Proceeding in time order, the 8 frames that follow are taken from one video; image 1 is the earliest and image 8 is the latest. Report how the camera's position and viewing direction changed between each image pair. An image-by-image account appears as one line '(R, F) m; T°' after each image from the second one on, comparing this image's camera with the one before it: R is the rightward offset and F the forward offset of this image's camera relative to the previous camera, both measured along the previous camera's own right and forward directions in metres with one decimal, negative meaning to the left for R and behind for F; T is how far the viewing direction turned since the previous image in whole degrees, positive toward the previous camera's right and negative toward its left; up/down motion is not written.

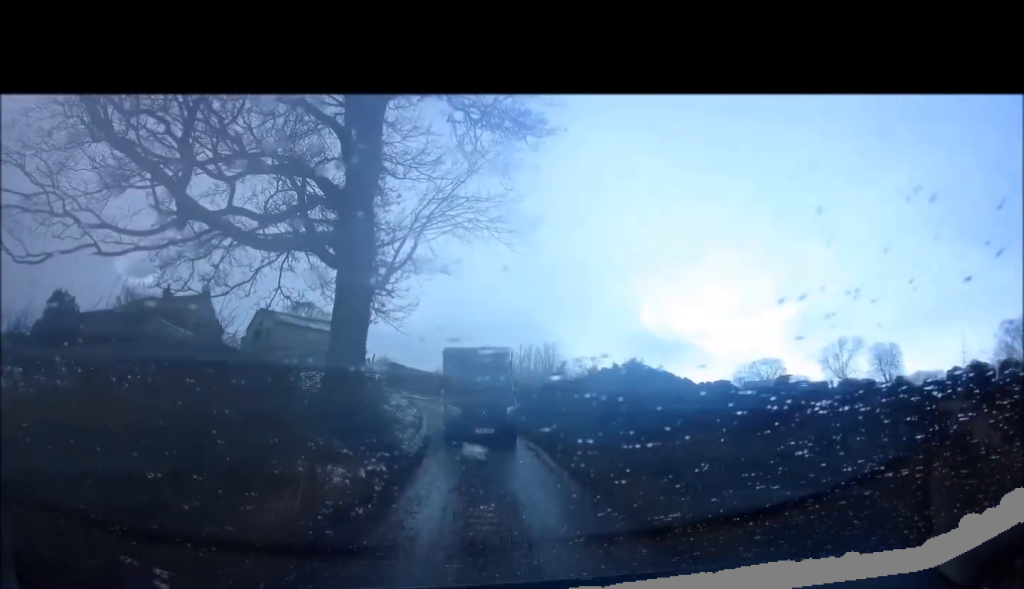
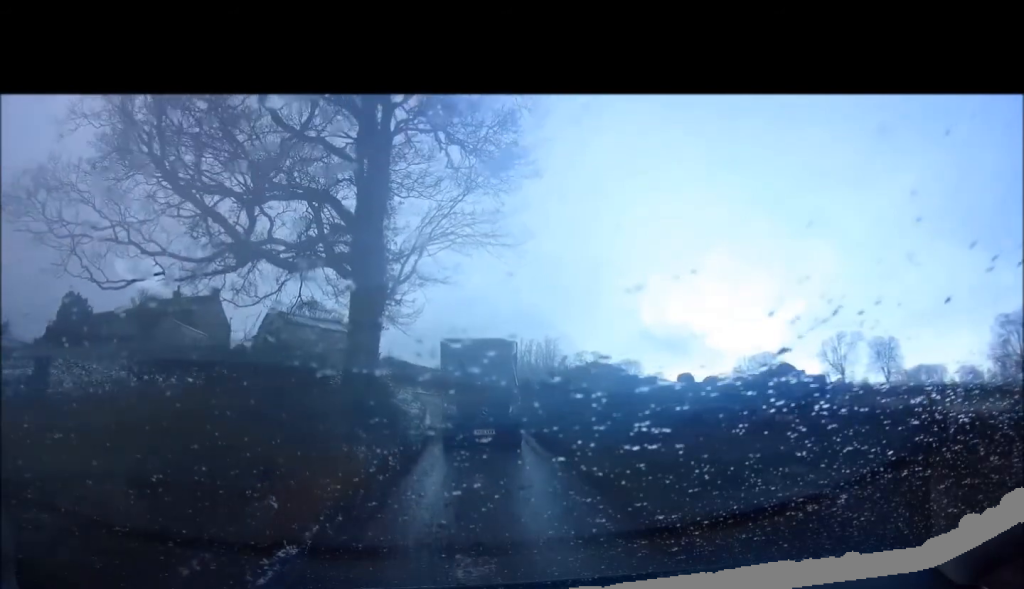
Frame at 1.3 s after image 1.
(0.0, +1.9) m; -4°
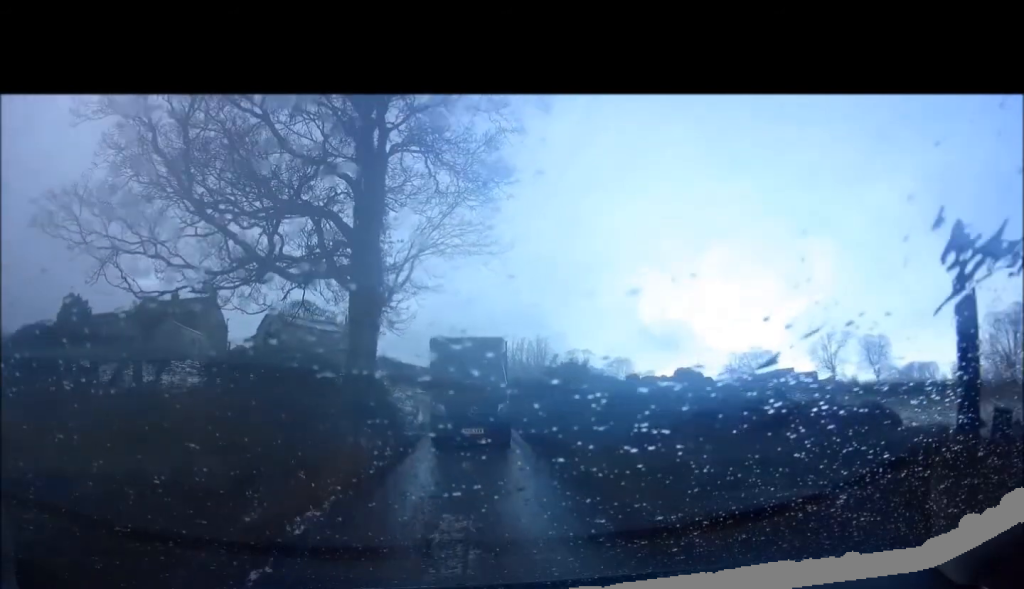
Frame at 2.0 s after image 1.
(0.0, +1.2) m; -2°
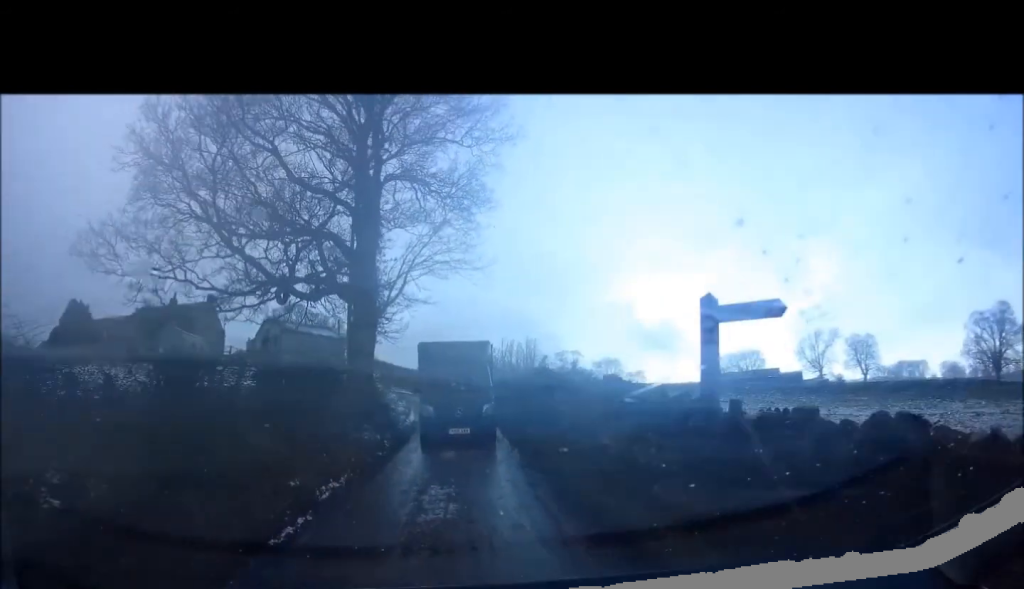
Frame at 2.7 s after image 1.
(0.0, +1.7) m; -1°
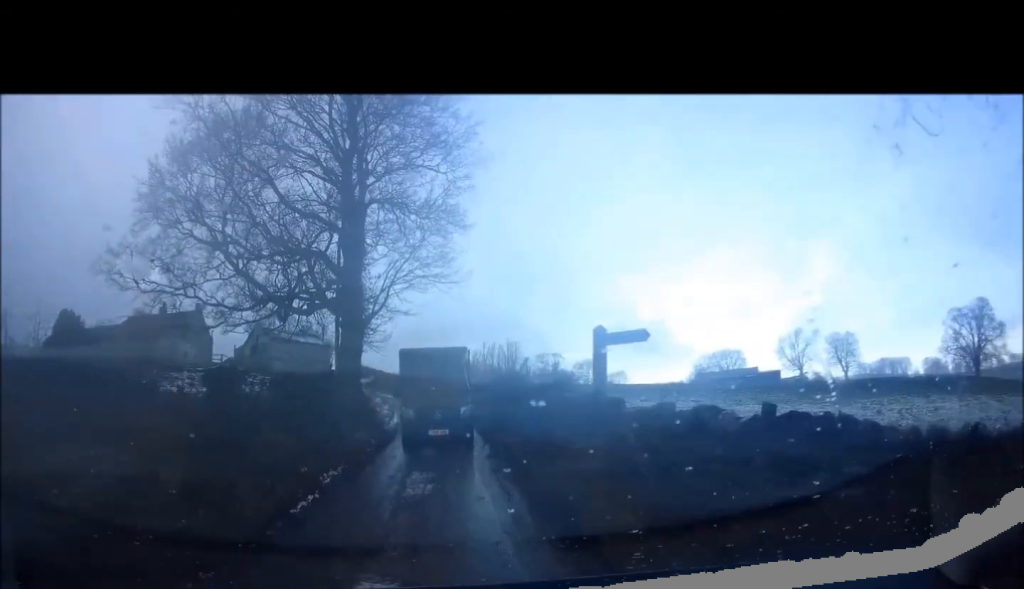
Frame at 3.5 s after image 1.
(0.0, +1.6) m; +2°
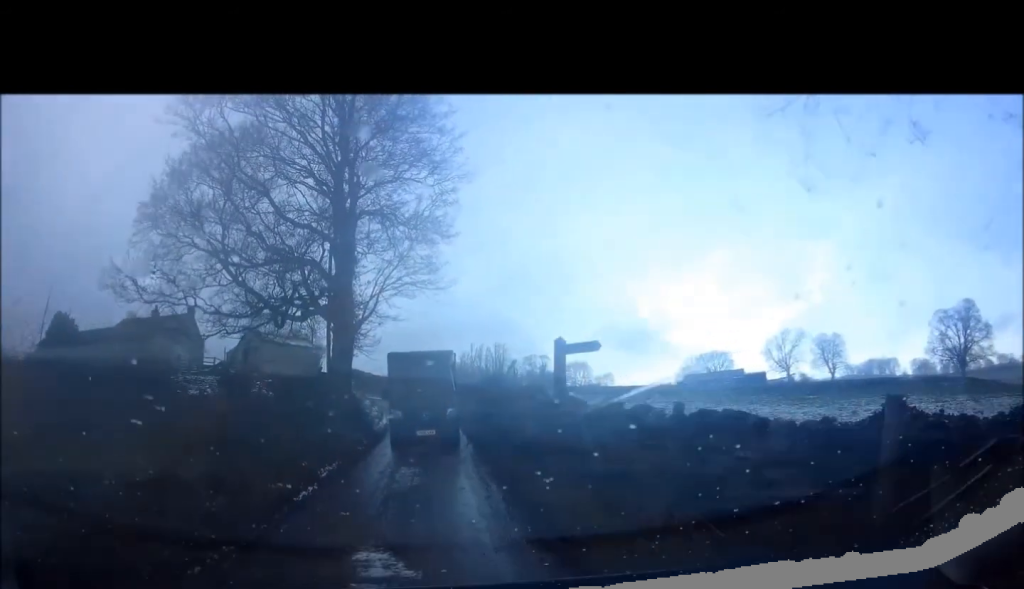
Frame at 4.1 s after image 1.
(0.0, +1.0) m; 0°
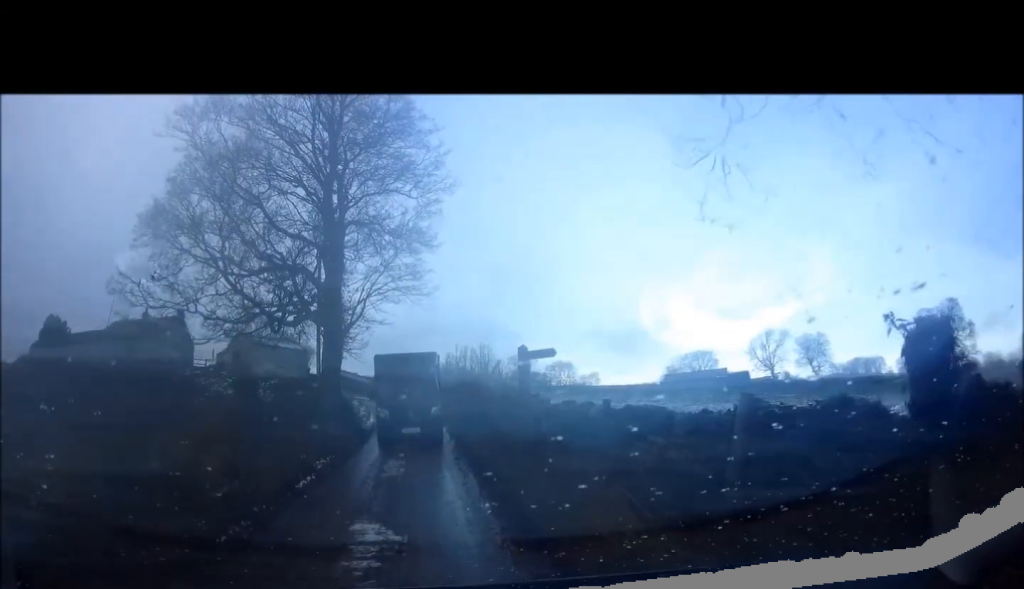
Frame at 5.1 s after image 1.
(-0.1, +1.1) m; 0°
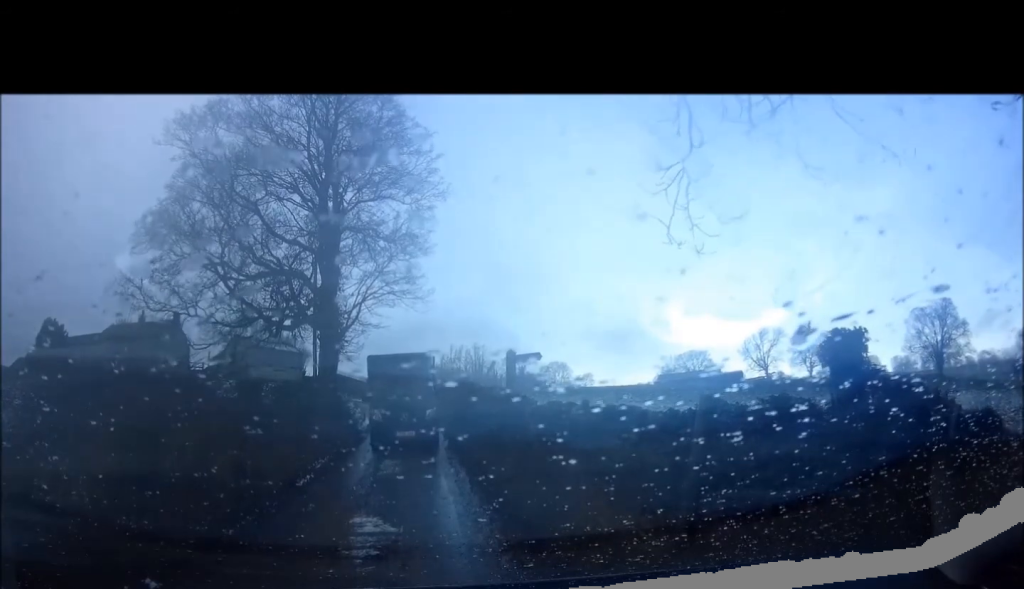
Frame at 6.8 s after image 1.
(-0.4, +0.6) m; 0°
